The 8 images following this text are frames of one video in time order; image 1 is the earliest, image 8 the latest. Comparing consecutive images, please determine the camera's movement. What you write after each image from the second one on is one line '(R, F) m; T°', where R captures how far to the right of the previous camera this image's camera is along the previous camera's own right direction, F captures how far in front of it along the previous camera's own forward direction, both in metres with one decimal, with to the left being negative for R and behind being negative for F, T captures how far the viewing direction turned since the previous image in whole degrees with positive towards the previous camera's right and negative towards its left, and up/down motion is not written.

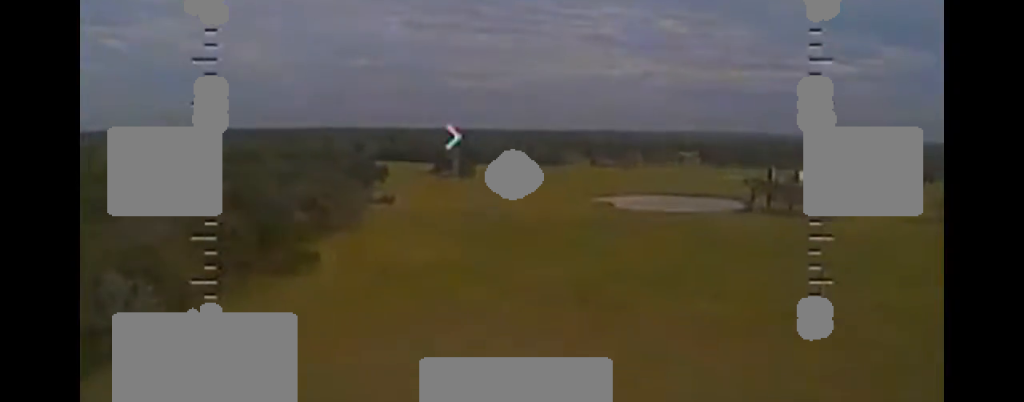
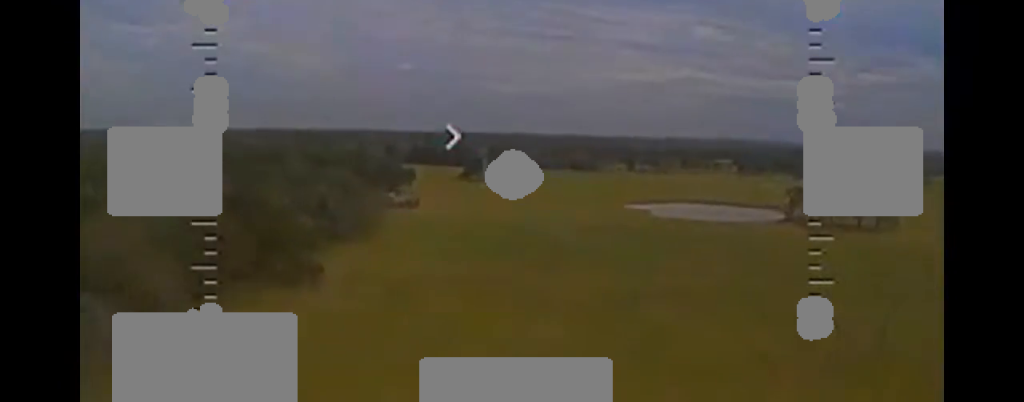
(-0.4, +9.8) m; -1°
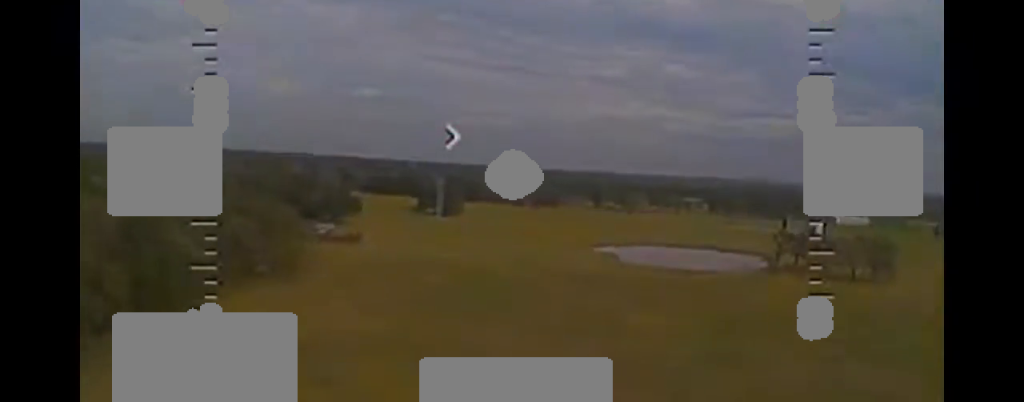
(-0.1, +22.1) m; -2°
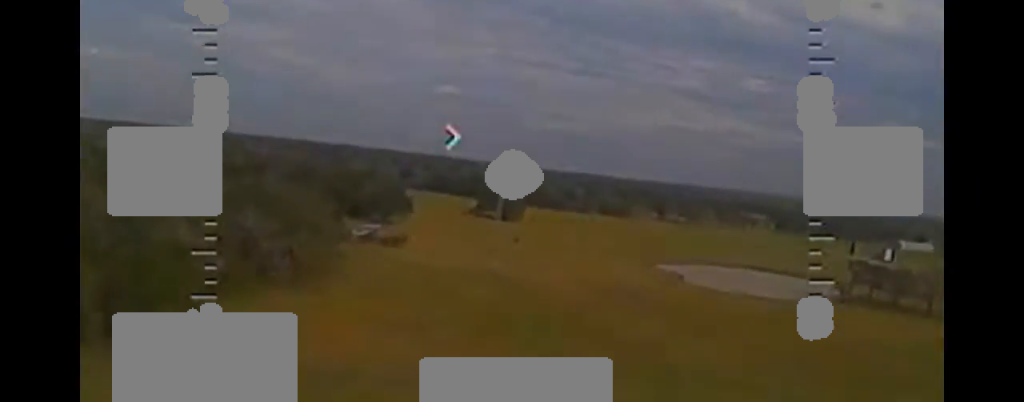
(-0.5, +15.2) m; 0°
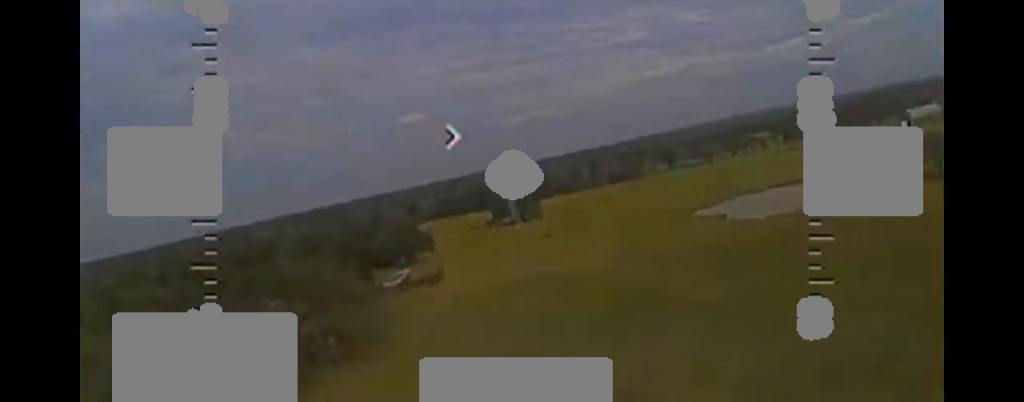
(-0.5, +7.3) m; +2°
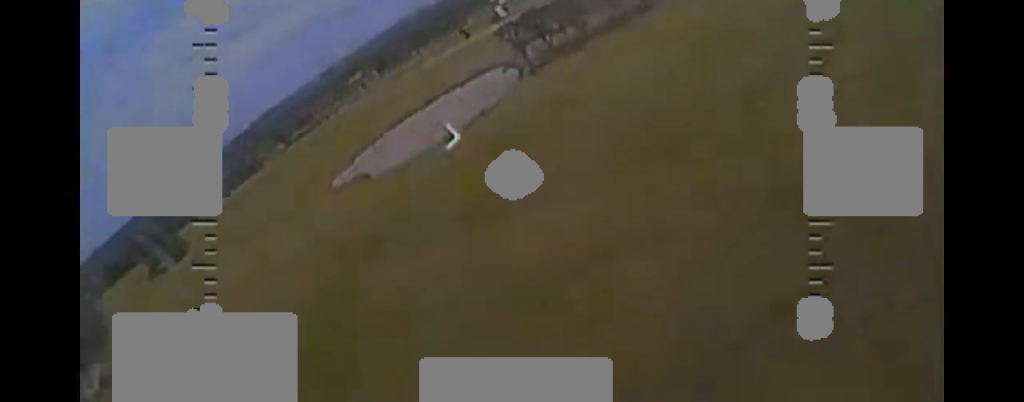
(+7.8, +24.4) m; +34°
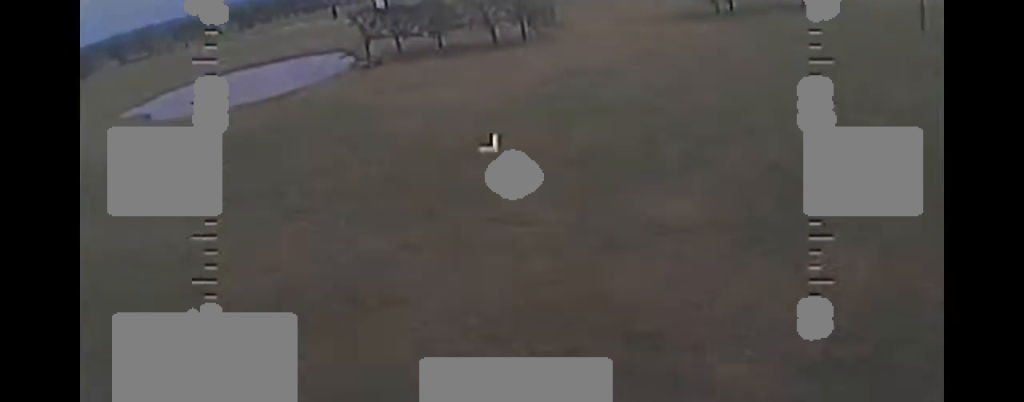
(+1.6, +14.5) m; +8°
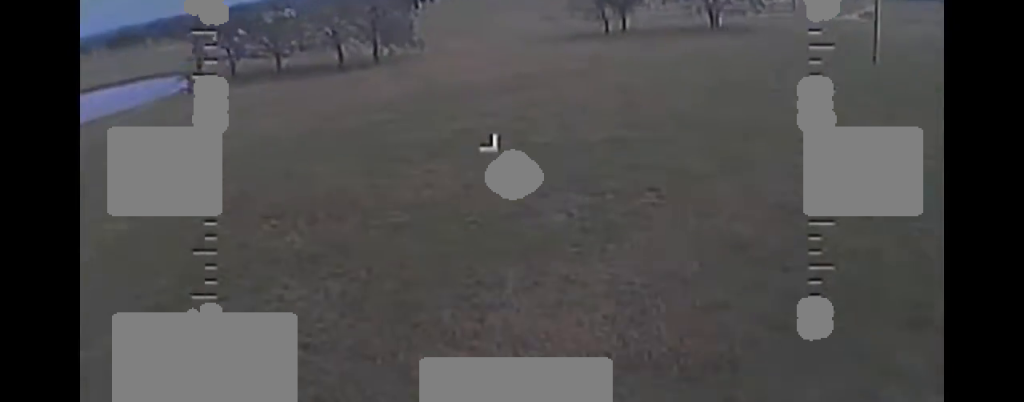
(+0.5, +18.0) m; +3°
